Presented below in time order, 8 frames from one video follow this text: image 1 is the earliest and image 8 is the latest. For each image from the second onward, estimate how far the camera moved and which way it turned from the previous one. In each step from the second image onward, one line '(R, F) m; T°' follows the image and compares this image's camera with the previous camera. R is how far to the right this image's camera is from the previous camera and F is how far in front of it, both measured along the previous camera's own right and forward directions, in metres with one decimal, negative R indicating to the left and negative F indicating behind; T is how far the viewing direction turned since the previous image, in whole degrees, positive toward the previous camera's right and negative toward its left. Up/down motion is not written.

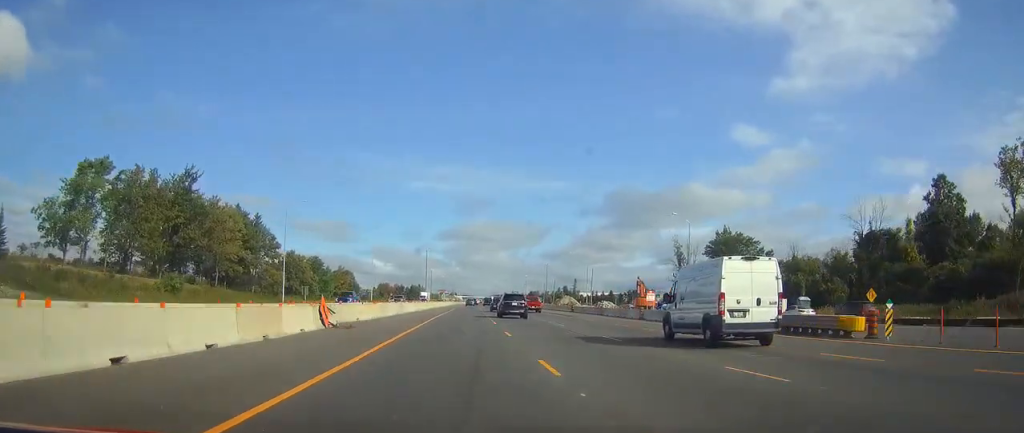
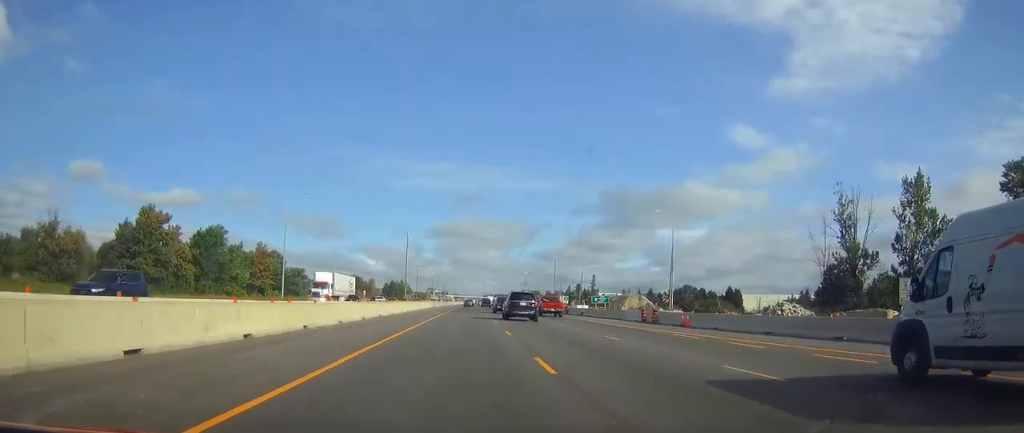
(+0.7, +85.3) m; +1°
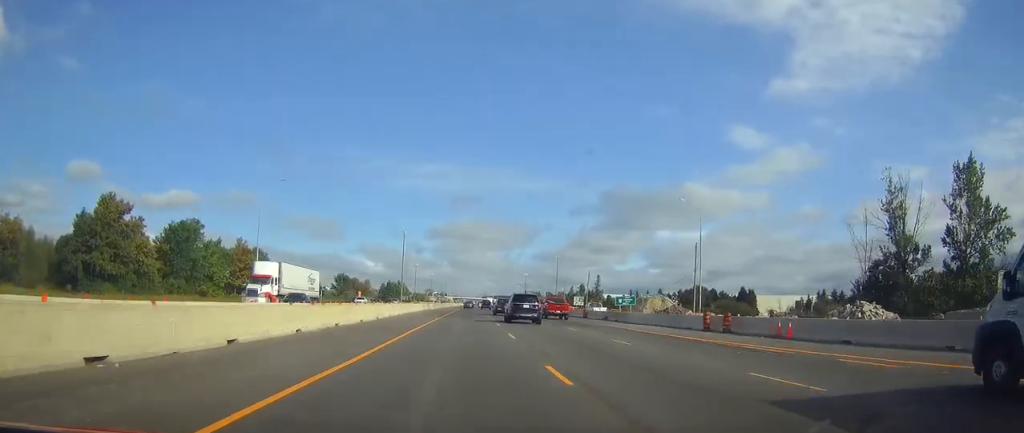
(0.0, +13.3) m; 0°
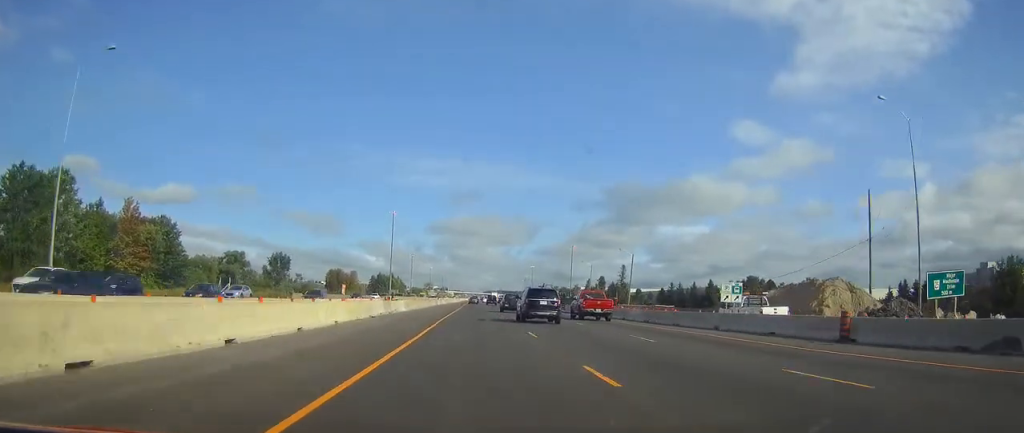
(0.0, +49.1) m; 0°
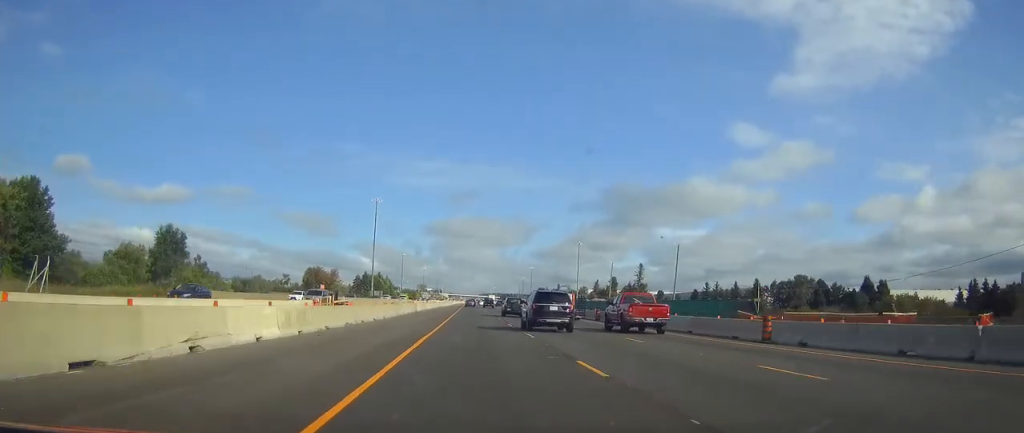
(+0.1, +34.7) m; 0°
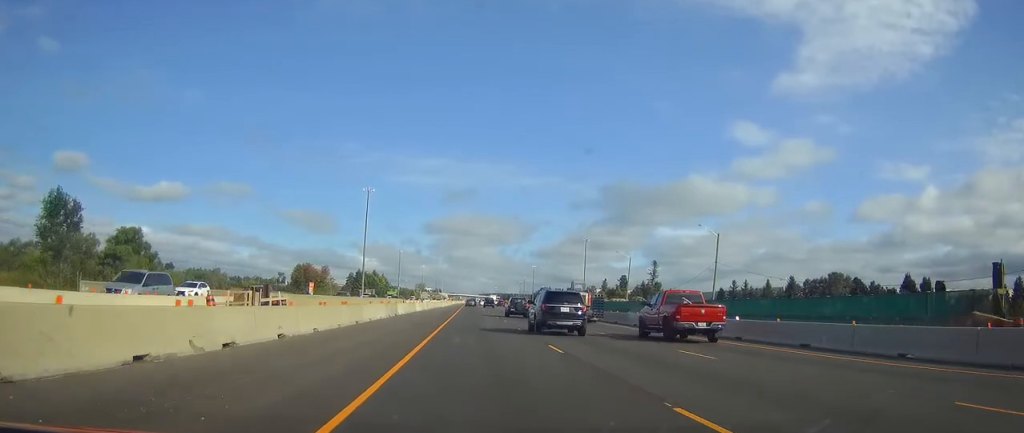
(0.0, +18.4) m; 0°
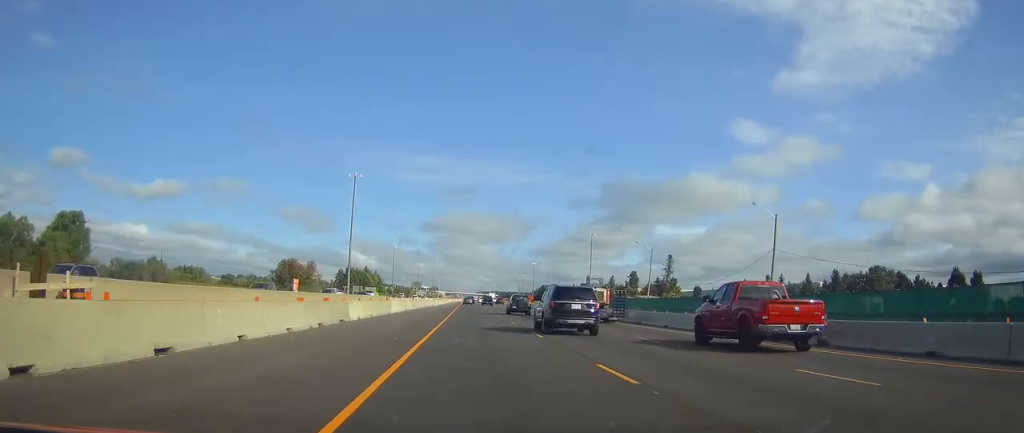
(0.0, +19.4) m; 0°
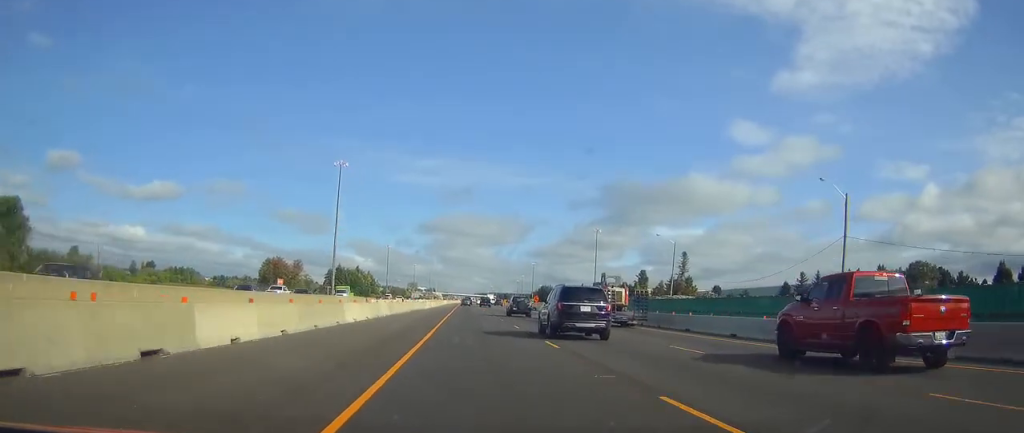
(0.0, +16.3) m; 0°
